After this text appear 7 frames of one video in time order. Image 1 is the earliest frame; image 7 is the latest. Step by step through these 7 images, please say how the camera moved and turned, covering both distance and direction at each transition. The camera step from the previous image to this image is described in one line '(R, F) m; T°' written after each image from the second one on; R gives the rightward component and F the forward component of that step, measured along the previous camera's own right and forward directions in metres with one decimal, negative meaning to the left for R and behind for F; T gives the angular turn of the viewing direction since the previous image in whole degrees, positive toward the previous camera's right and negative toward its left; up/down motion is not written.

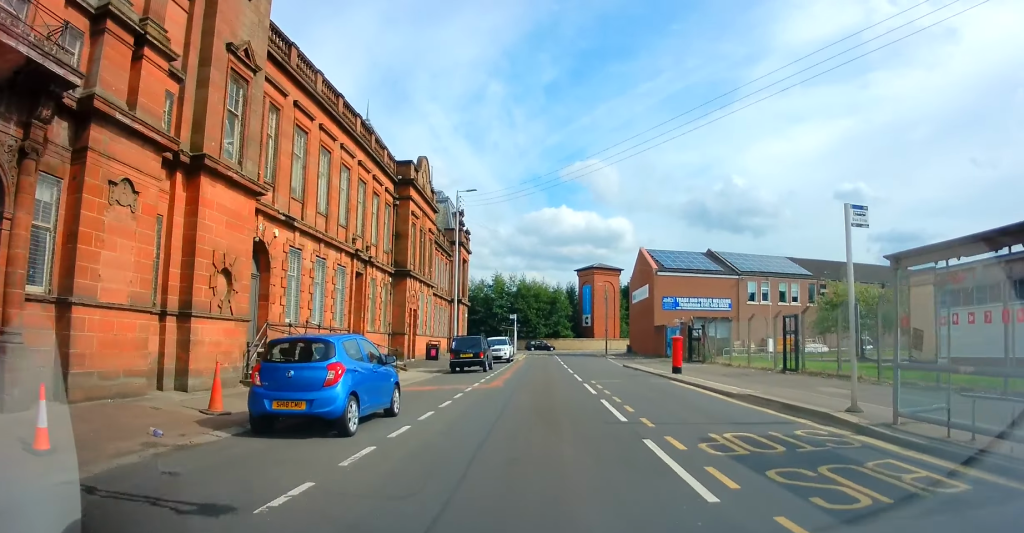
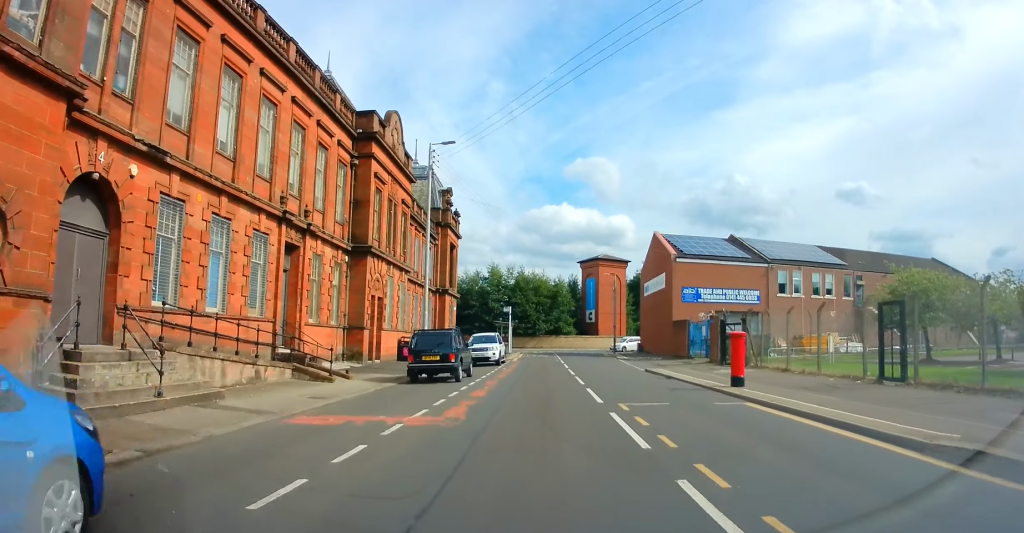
(0.0, +7.8) m; +3°
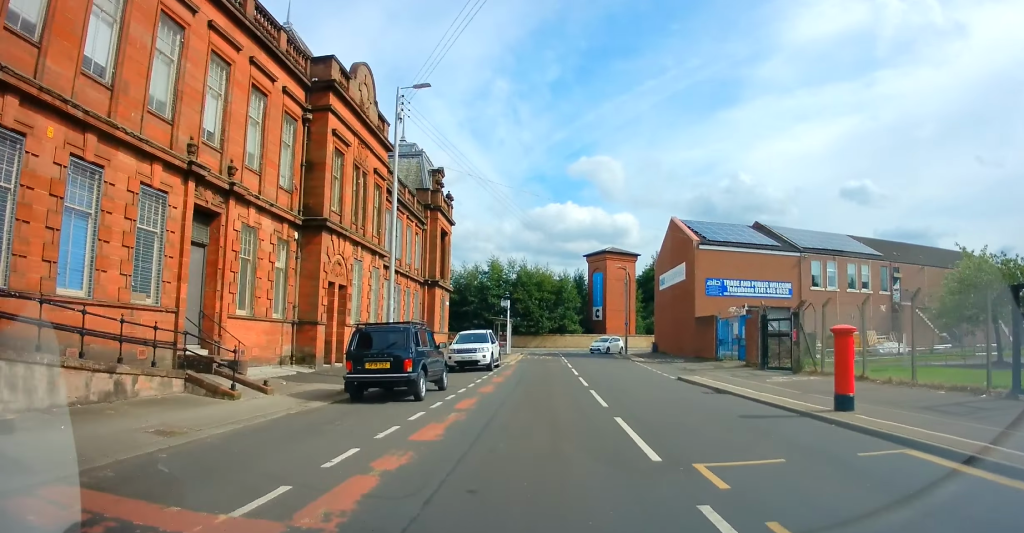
(+0.3, +6.2) m; -1°
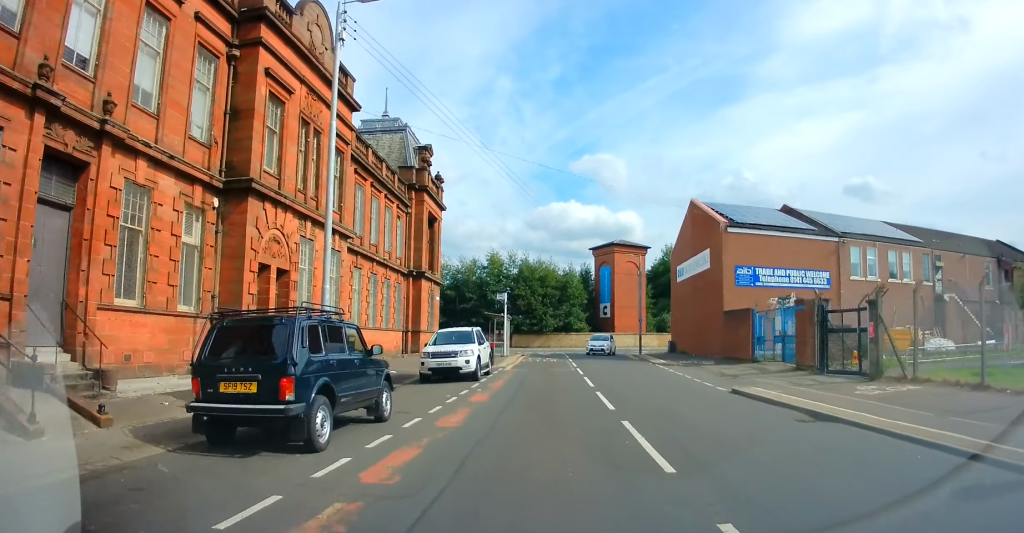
(-0.3, +6.1) m; -2°
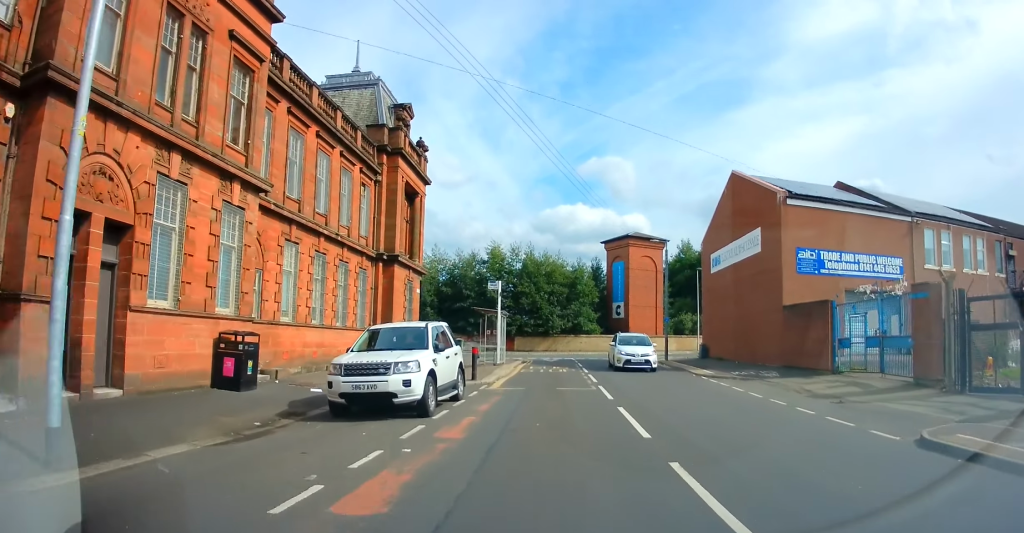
(0.0, +8.3) m; -5°
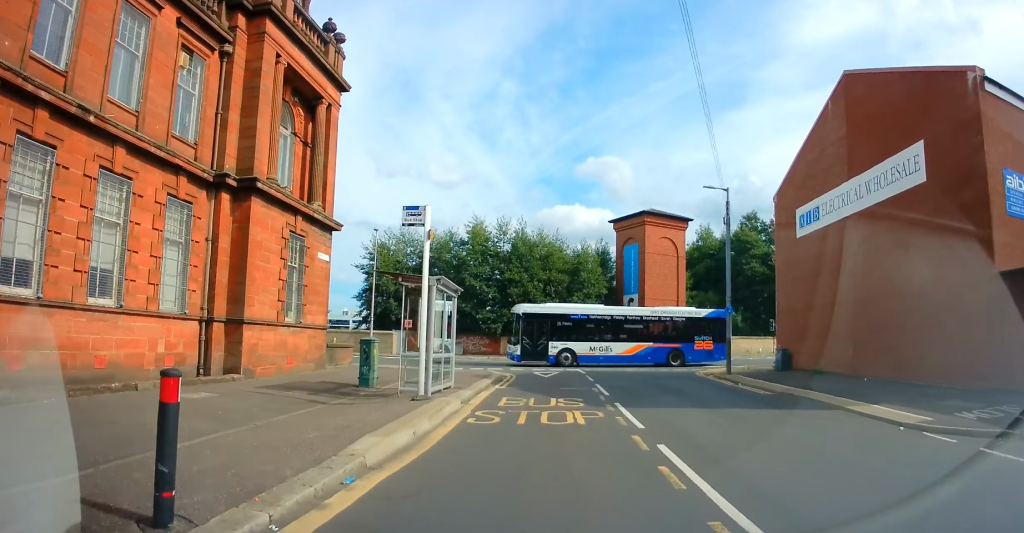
(-0.1, +14.3) m; +5°
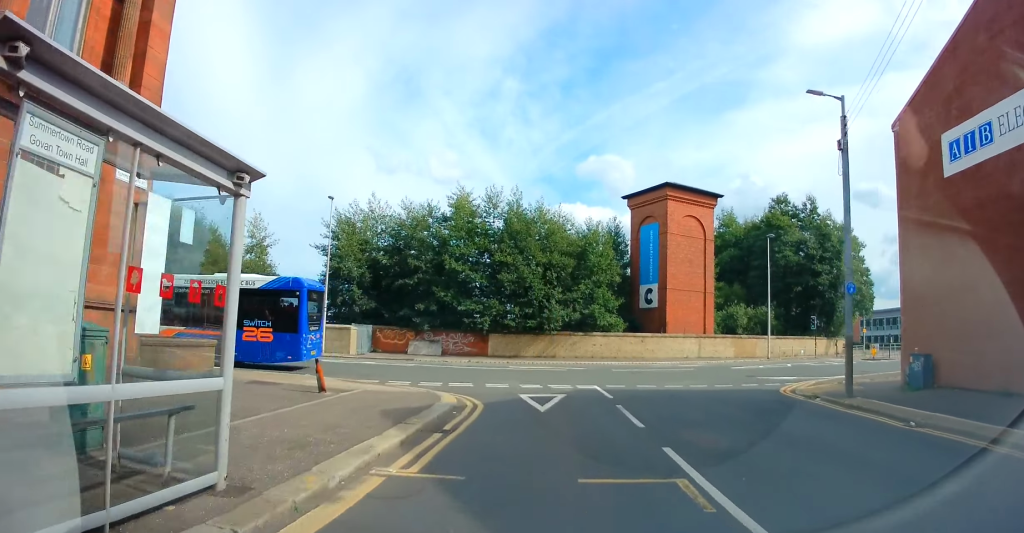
(0.0, +10.6) m; +1°
